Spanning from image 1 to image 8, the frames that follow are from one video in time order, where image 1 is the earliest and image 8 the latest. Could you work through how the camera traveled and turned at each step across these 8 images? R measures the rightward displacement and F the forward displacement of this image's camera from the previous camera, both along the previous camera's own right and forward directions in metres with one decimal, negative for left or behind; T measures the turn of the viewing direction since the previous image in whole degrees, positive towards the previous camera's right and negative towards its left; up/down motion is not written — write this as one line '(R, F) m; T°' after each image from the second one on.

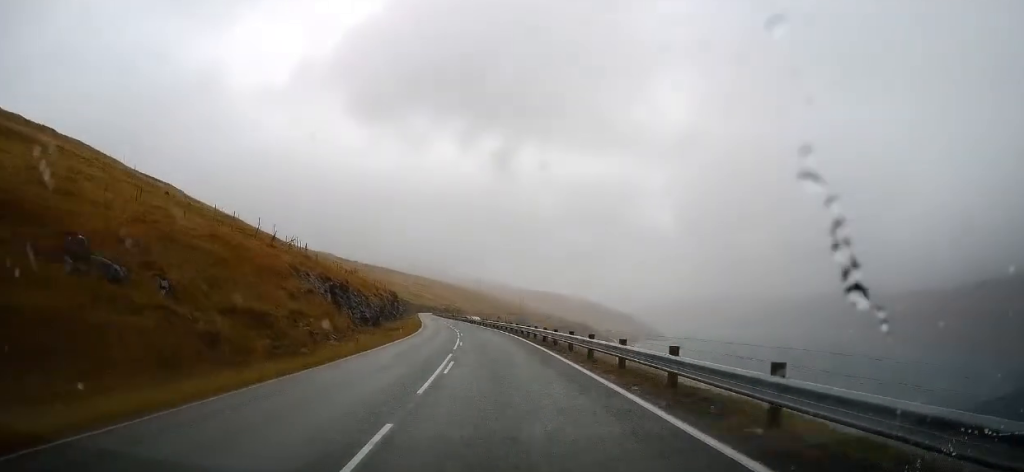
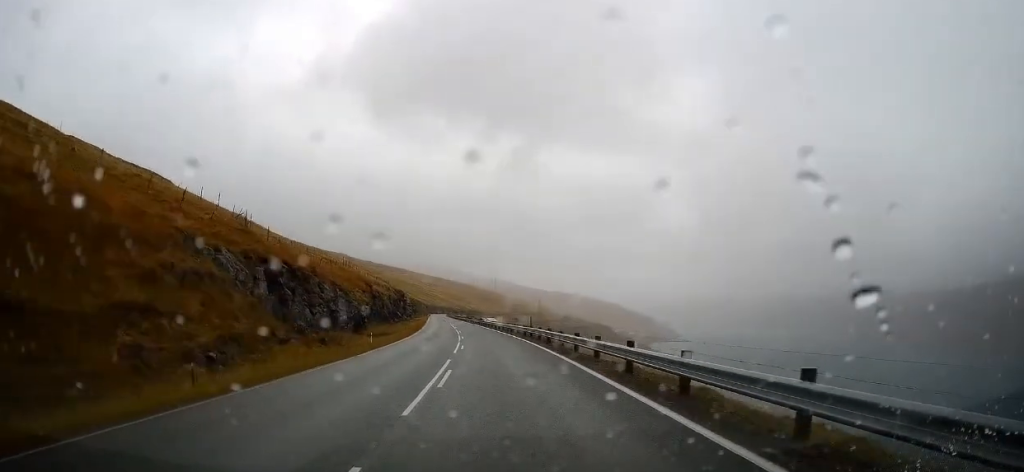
(-0.2, +16.2) m; -1°
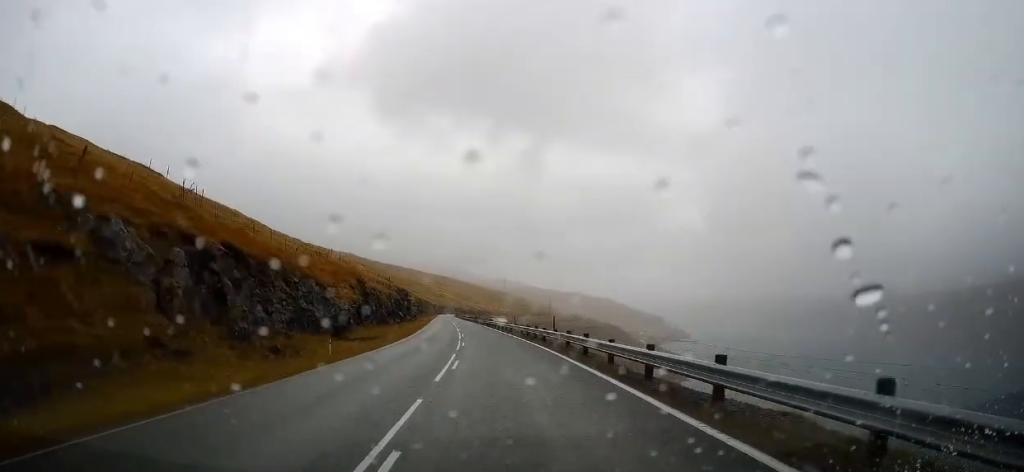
(+0.1, +9.2) m; -1°
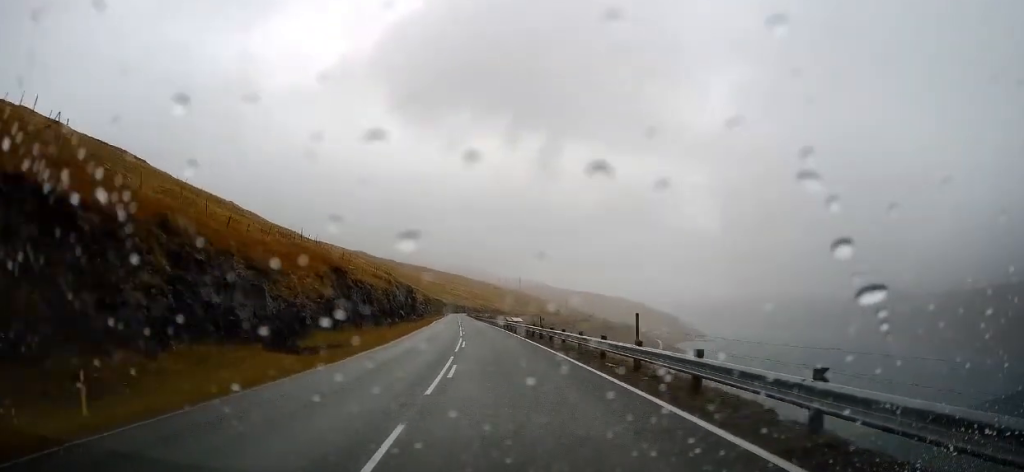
(-0.5, +14.3) m; -1°
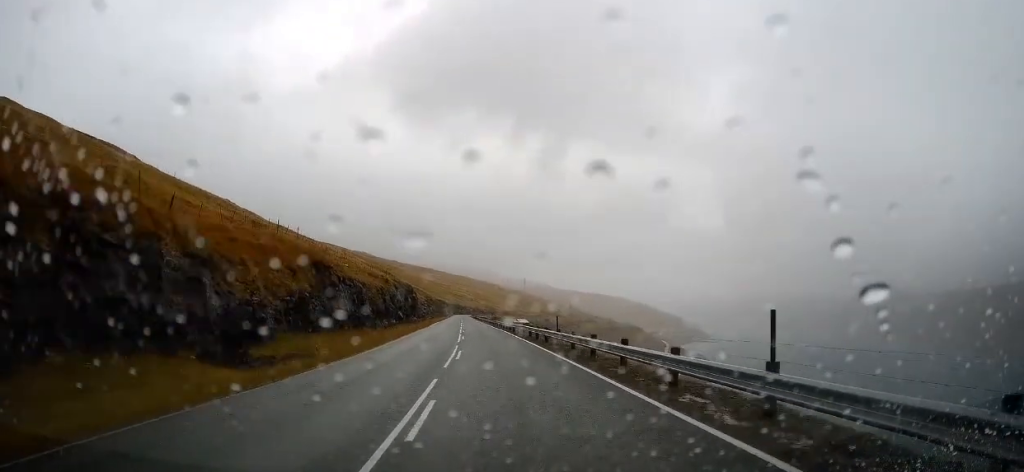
(0.0, +6.7) m; 0°
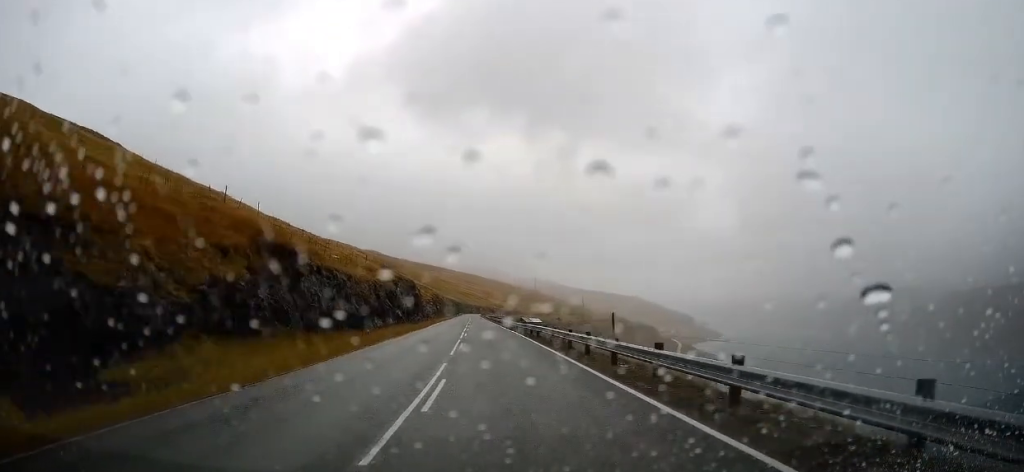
(+0.1, +10.8) m; -1°
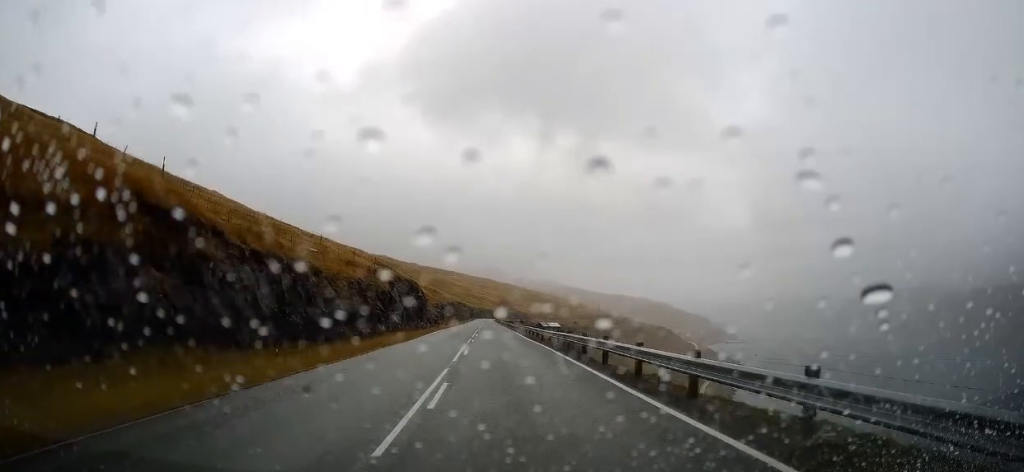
(-0.3, +14.0) m; -1°
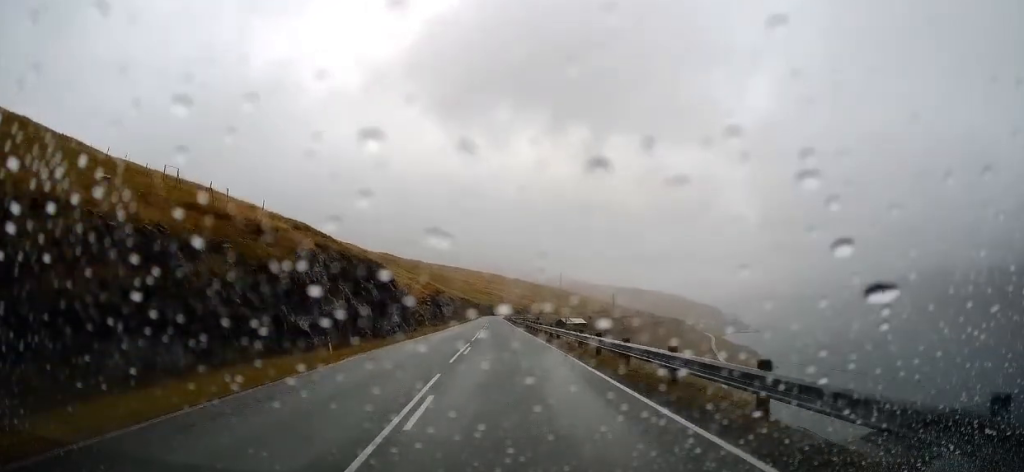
(-0.6, +35.7) m; -3°
